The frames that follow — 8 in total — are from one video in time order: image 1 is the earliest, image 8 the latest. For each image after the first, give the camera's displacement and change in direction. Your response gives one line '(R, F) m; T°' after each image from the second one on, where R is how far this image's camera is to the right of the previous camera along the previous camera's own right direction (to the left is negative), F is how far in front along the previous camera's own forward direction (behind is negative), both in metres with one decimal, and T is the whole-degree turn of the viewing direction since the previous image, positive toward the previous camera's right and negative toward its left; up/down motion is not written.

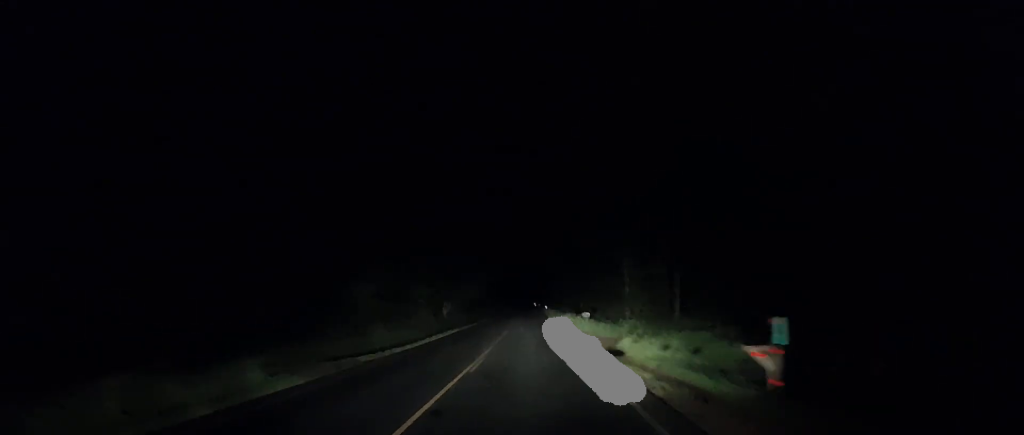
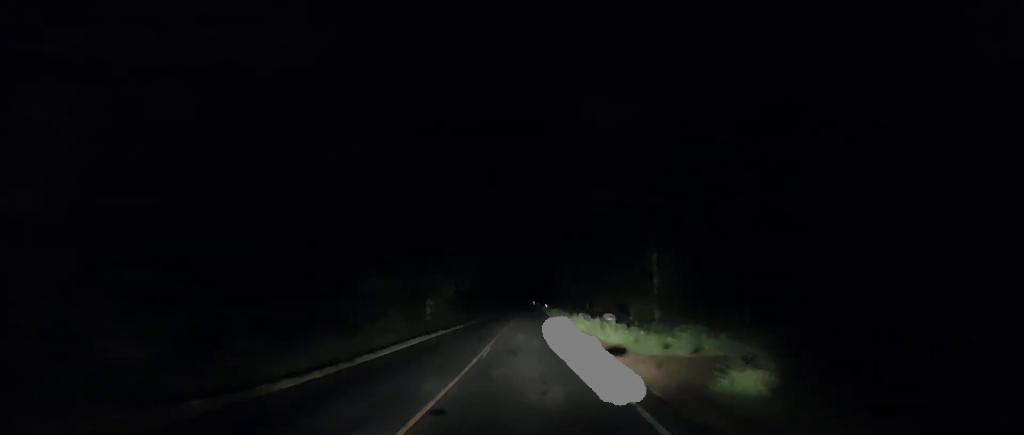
(-0.3, +12.0) m; +1°
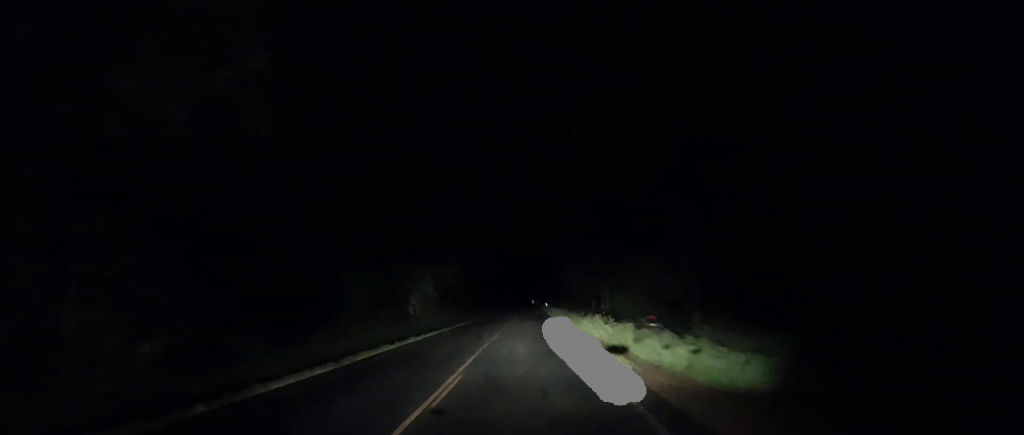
(-0.4, +9.3) m; +1°
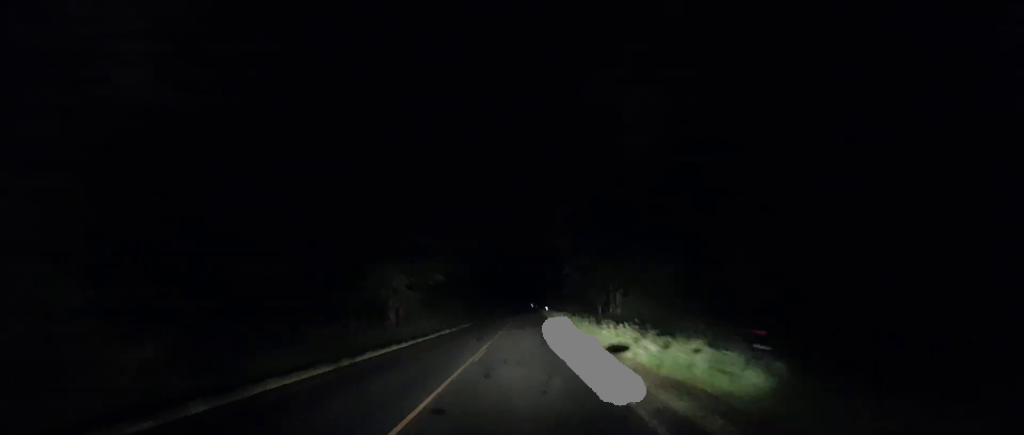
(+0.4, +7.9) m; +1°
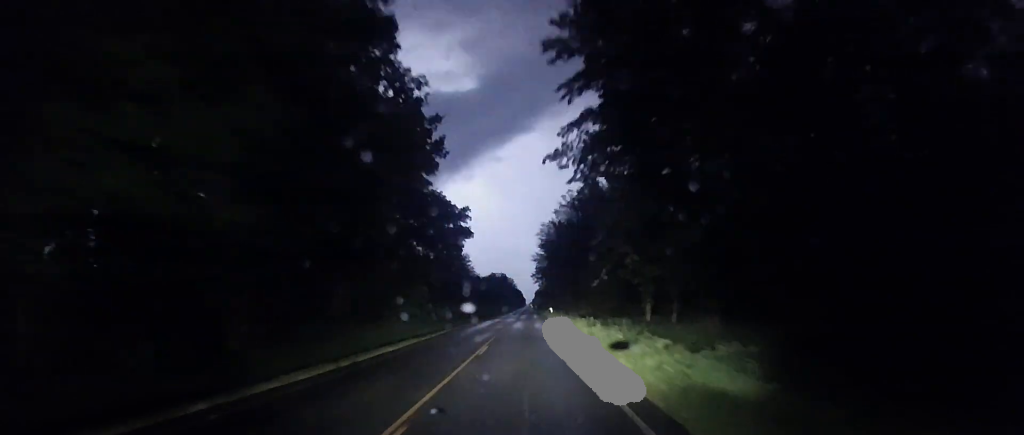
(+0.4, +28.4) m; 0°
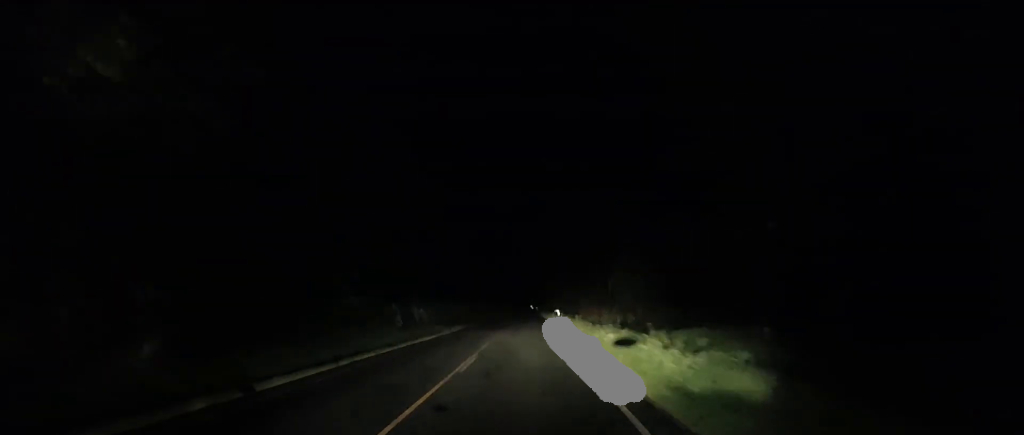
(-0.1, +20.3) m; 0°
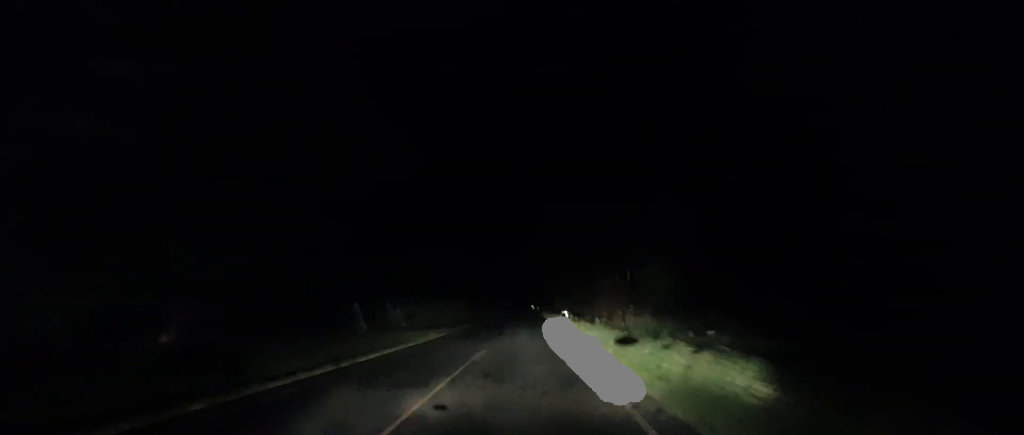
(0.0, +12.4) m; 0°
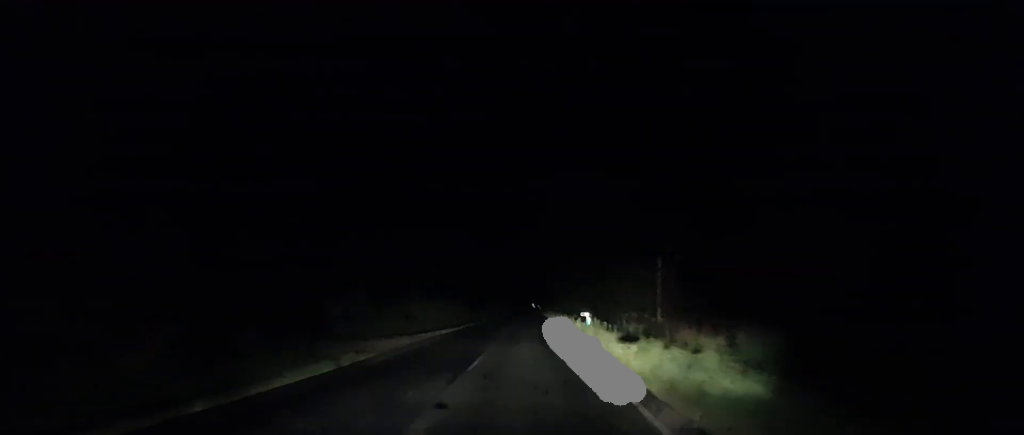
(0.0, +18.3) m; 0°
